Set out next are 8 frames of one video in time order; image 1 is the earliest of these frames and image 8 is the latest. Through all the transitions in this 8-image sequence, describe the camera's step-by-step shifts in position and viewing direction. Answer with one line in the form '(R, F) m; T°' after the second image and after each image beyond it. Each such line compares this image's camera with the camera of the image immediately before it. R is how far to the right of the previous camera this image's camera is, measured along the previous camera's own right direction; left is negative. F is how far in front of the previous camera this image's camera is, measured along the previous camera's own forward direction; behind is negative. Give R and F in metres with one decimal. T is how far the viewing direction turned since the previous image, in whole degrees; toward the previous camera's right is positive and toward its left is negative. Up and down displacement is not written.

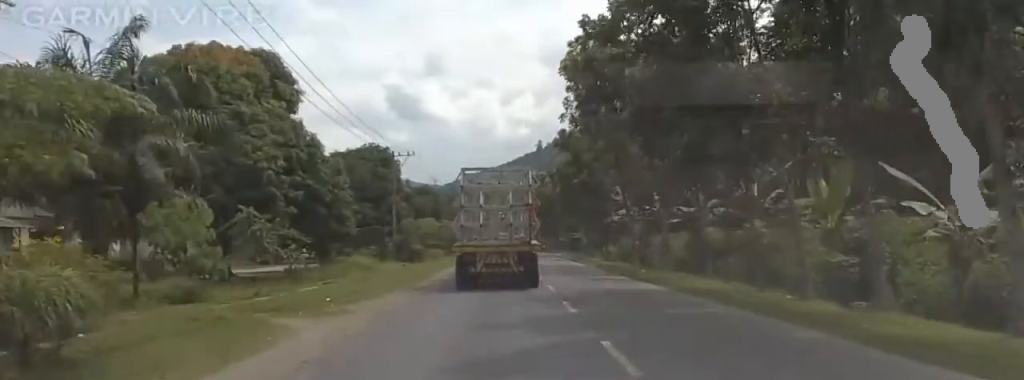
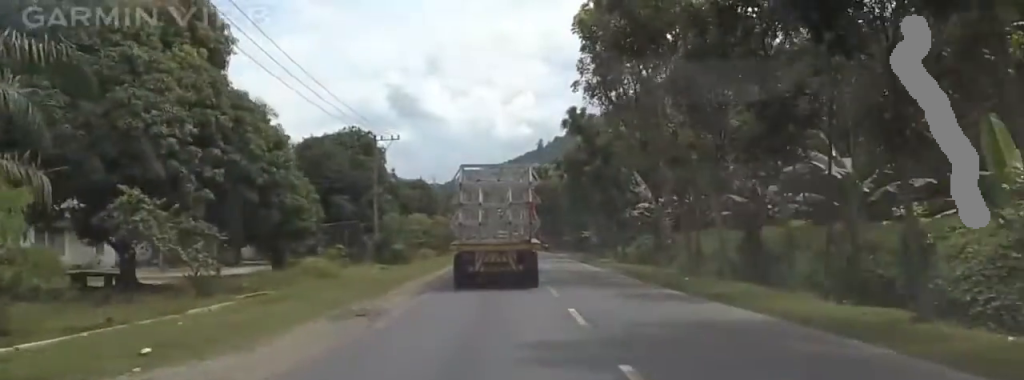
(0.0, +10.6) m; 0°
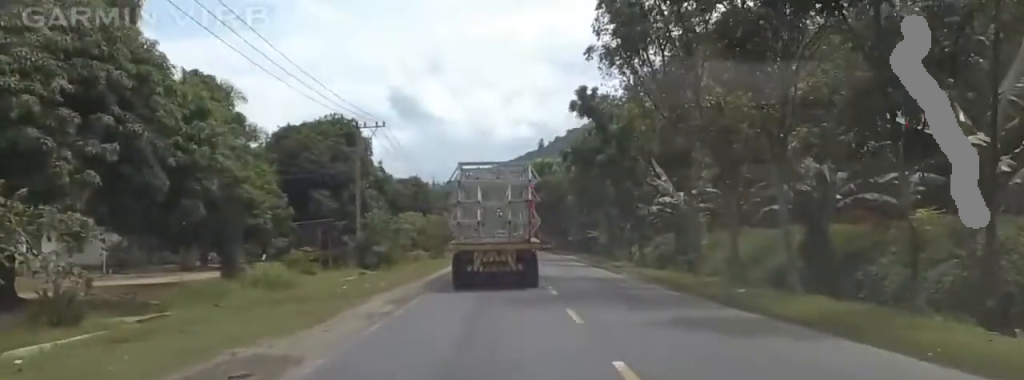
(0.0, +7.5) m; 0°
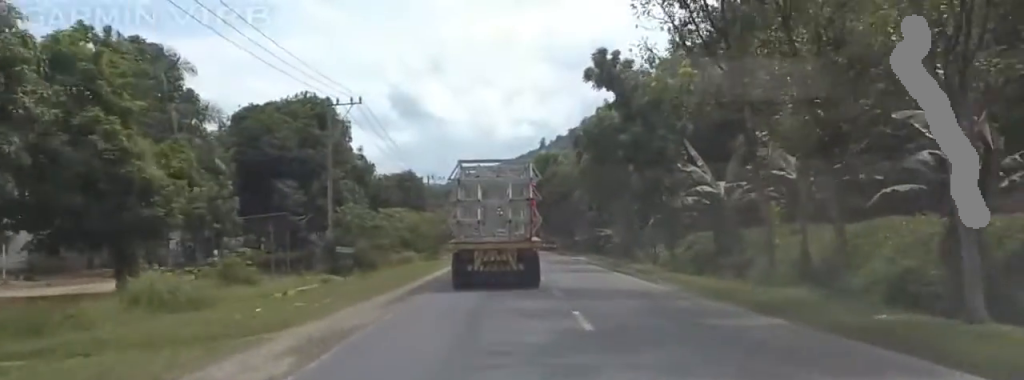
(0.0, +9.2) m; 0°
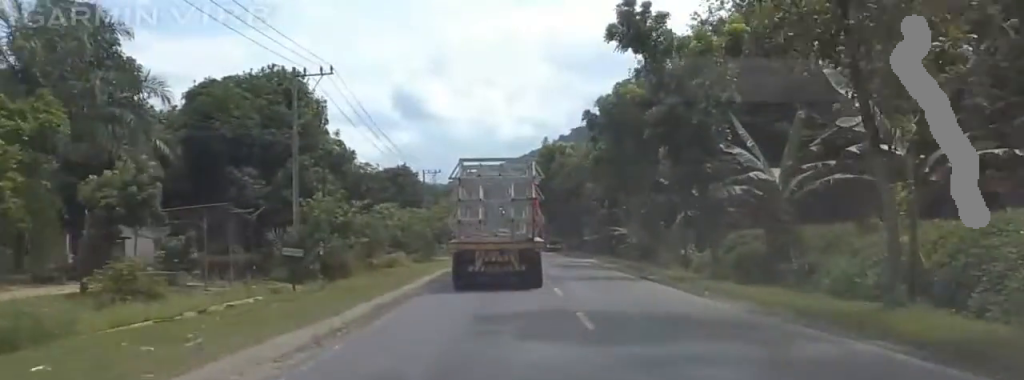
(0.0, +8.1) m; 0°
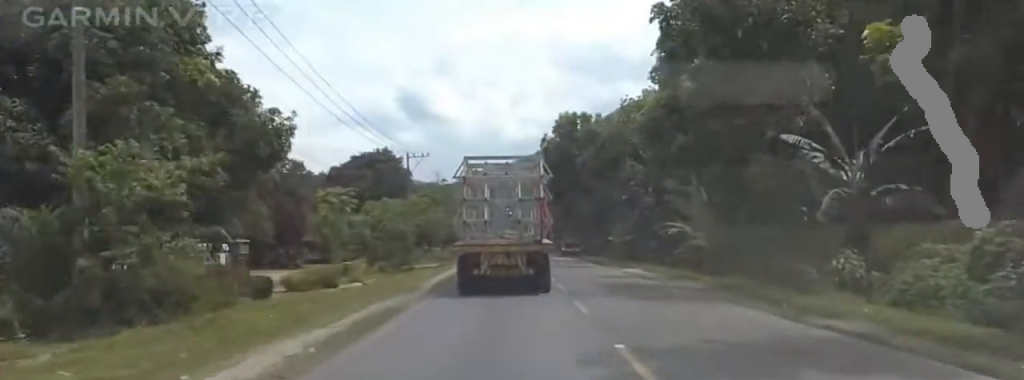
(0.0, +20.0) m; 0°
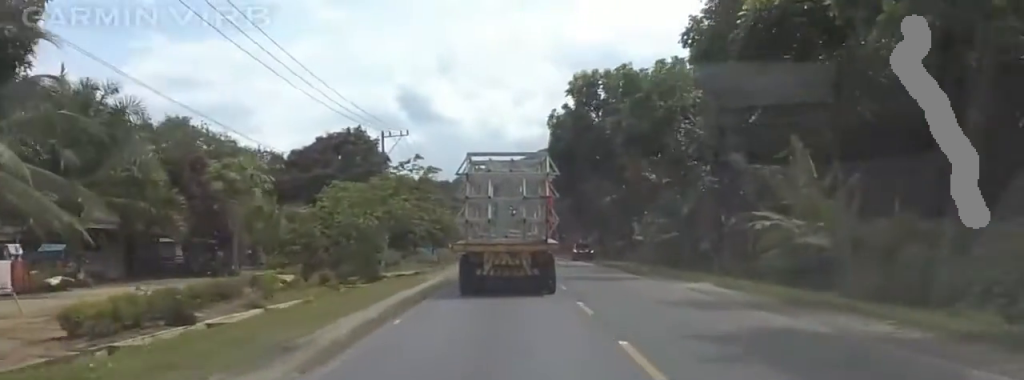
(0.0, +15.1) m; -1°
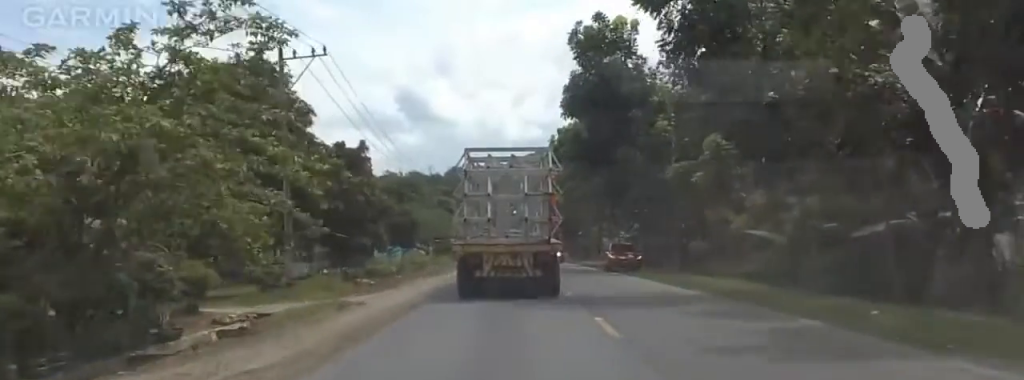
(-1.5, +26.2) m; -7°
